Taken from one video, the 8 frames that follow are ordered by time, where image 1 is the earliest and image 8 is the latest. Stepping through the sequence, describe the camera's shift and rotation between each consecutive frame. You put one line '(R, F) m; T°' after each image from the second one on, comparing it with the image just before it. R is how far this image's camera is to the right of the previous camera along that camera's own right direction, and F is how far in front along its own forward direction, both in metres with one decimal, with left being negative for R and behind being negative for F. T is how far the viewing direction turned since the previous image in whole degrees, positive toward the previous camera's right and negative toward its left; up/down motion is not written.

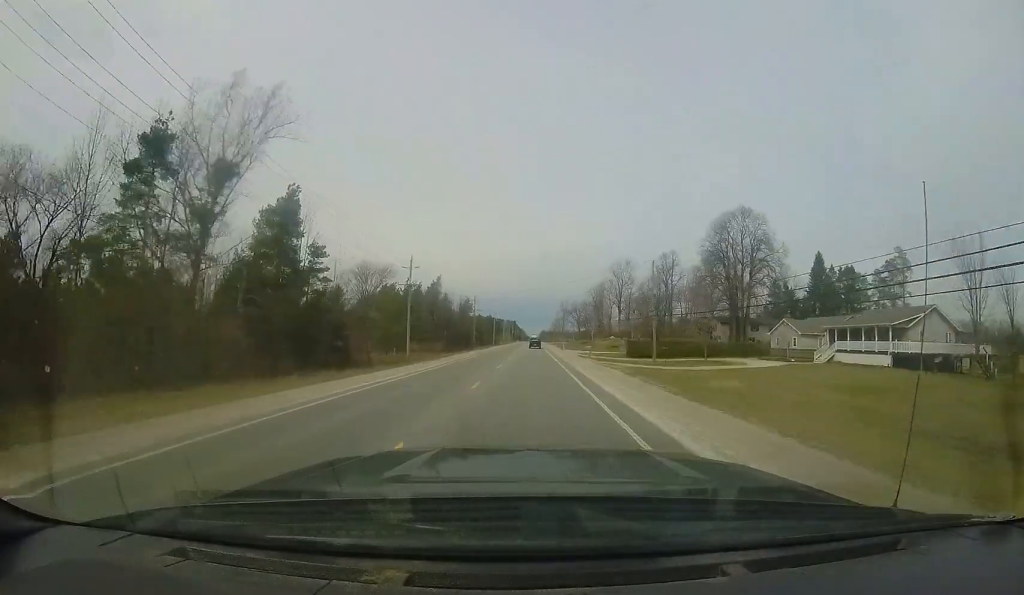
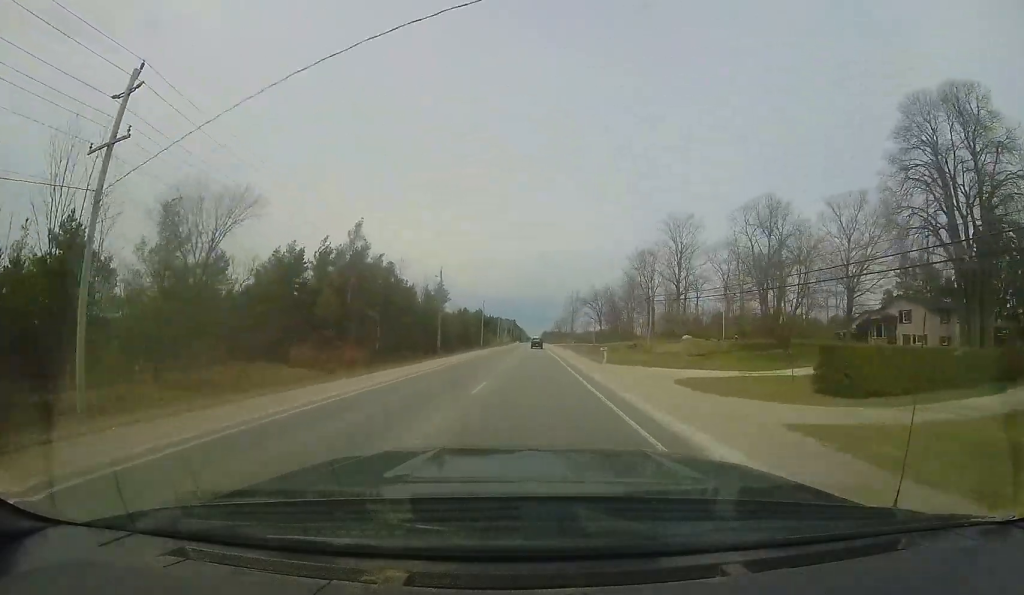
(-0.1, +36.8) m; 0°
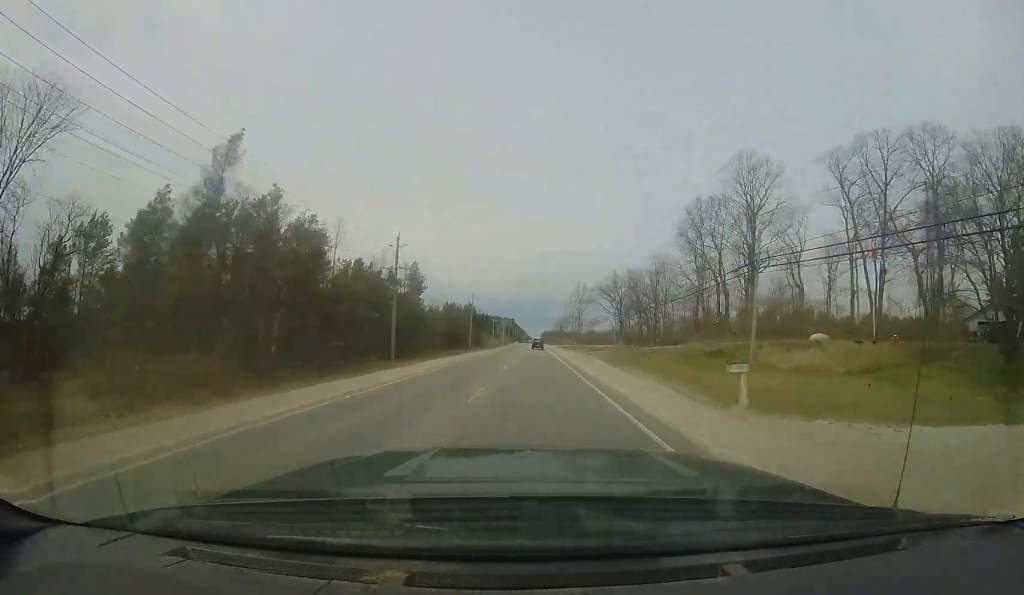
(+0.2, +19.7) m; +1°
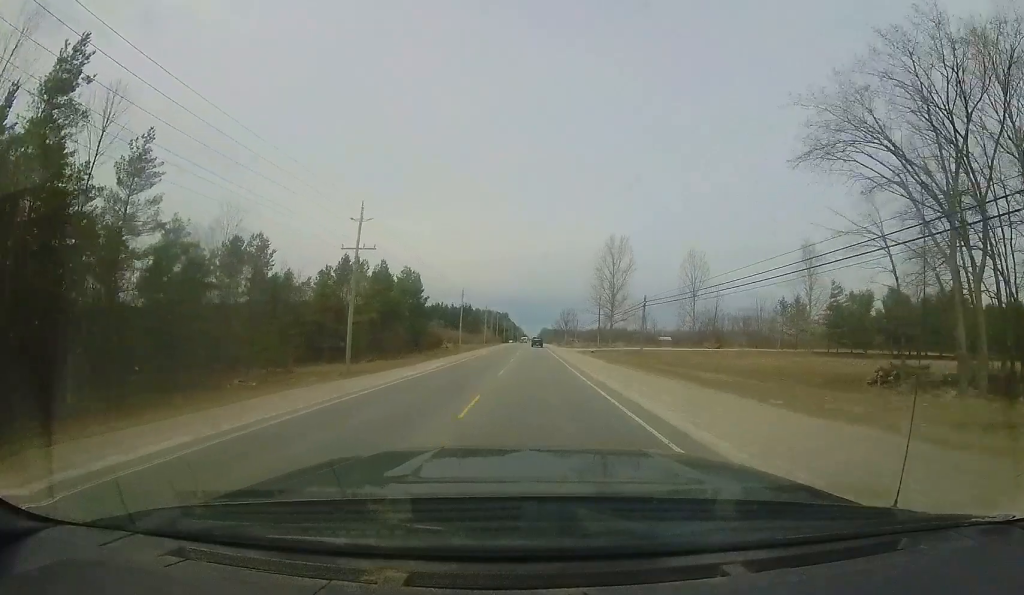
(+0.4, +56.3) m; +1°
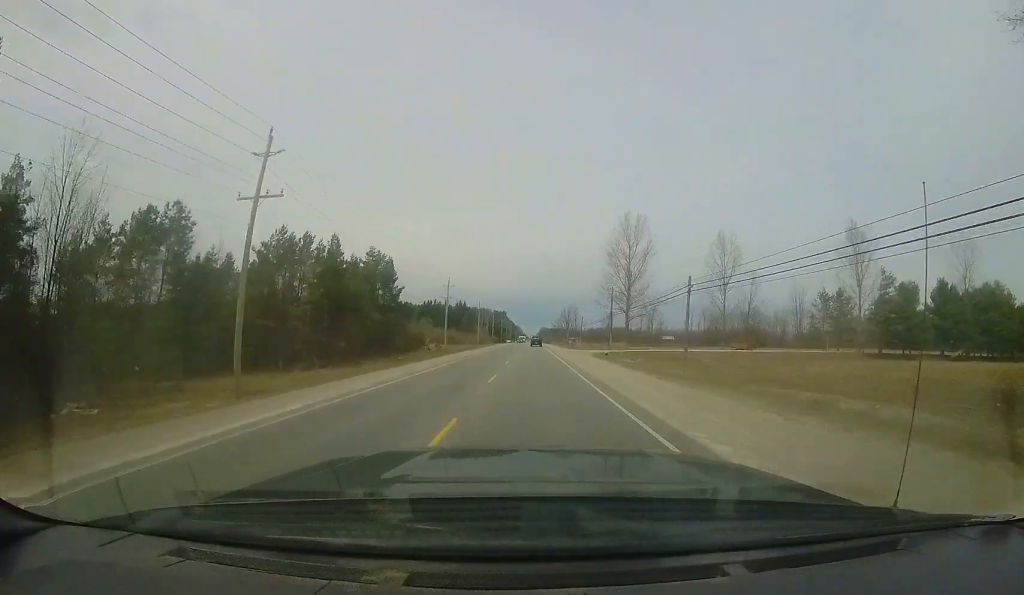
(+0.1, +12.2) m; +1°
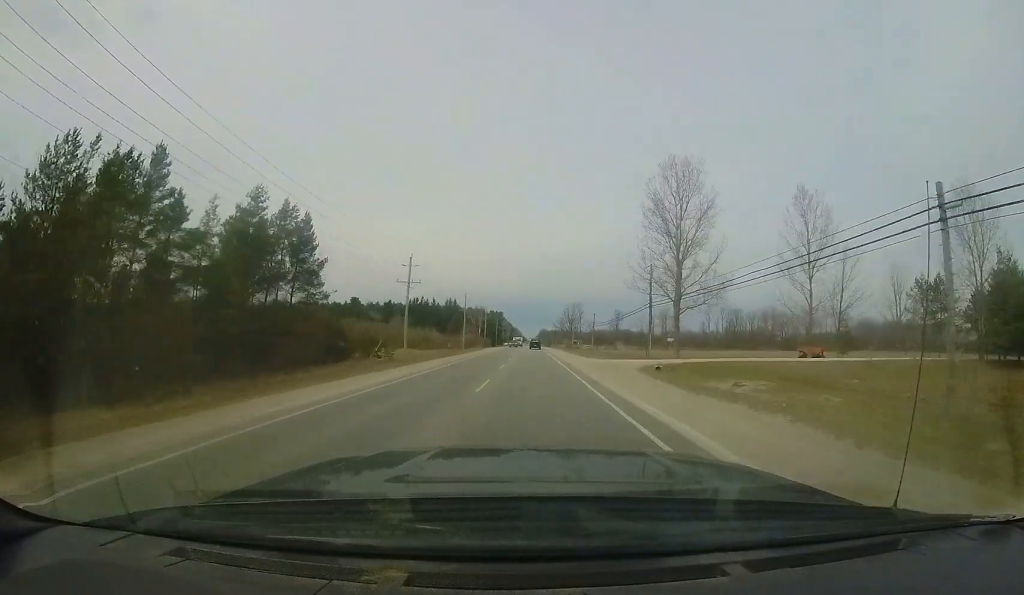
(+0.2, +20.4) m; +1°
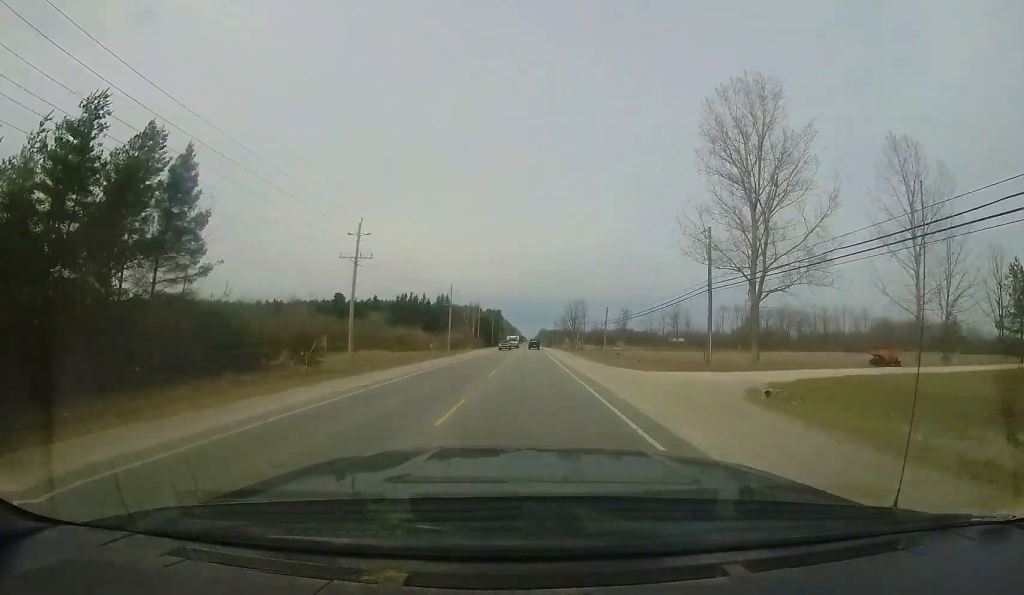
(0.0, +13.9) m; -1°
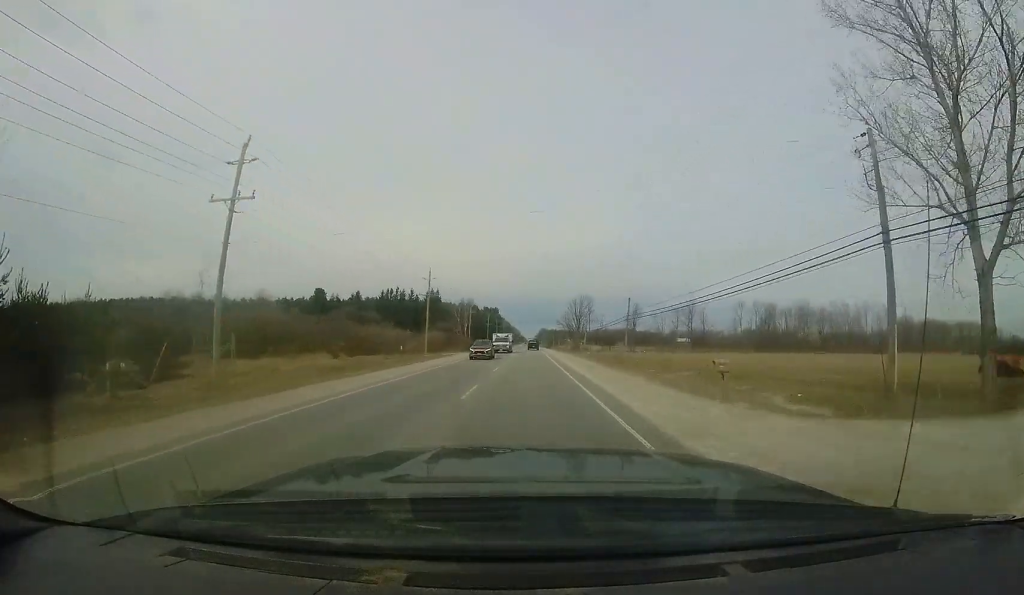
(-0.1, +14.8) m; 0°
